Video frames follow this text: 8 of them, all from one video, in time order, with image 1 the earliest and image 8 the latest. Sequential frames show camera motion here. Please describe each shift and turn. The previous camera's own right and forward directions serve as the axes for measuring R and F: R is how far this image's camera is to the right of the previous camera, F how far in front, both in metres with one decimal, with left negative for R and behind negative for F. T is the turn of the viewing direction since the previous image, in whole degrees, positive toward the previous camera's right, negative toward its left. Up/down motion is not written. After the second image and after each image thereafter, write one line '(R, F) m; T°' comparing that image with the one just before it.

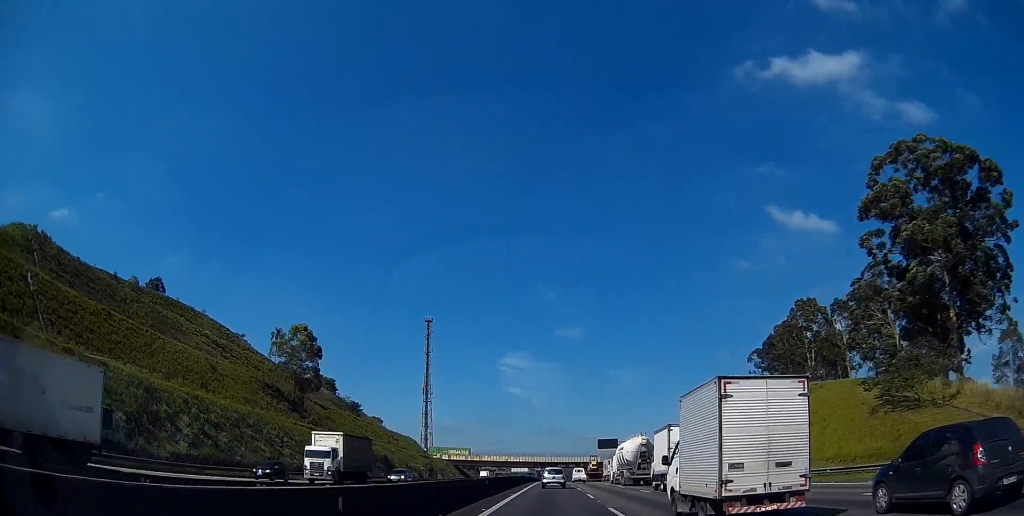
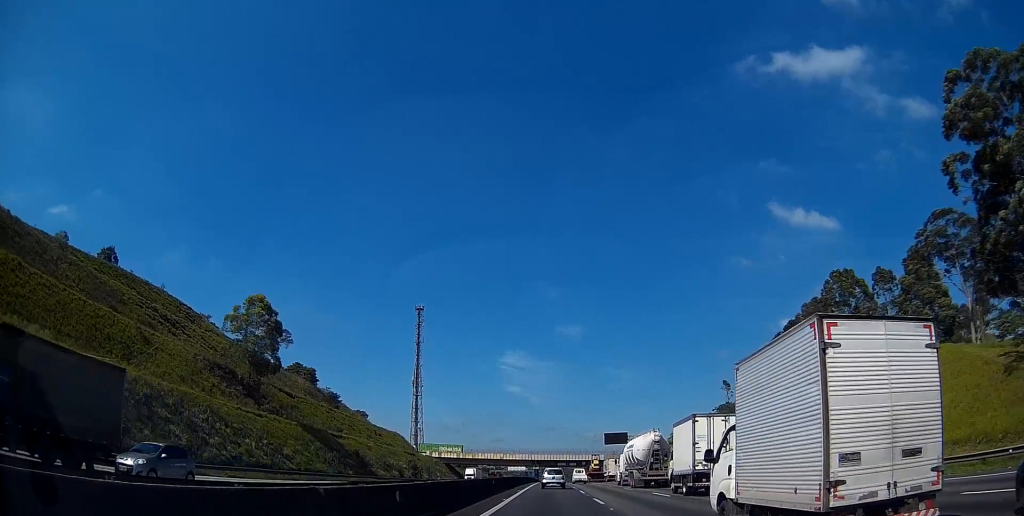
(+0.1, +16.2) m; 0°
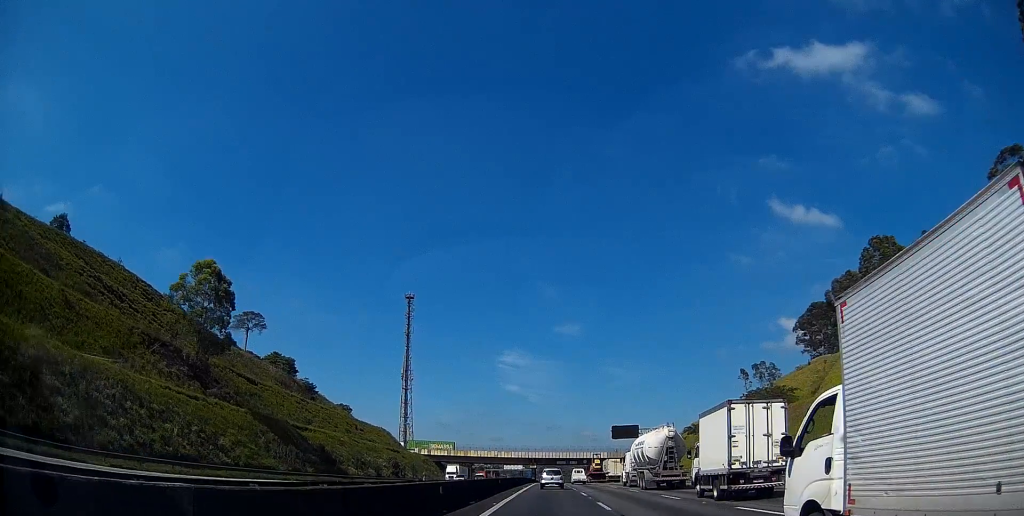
(+0.1, +15.0) m; 0°
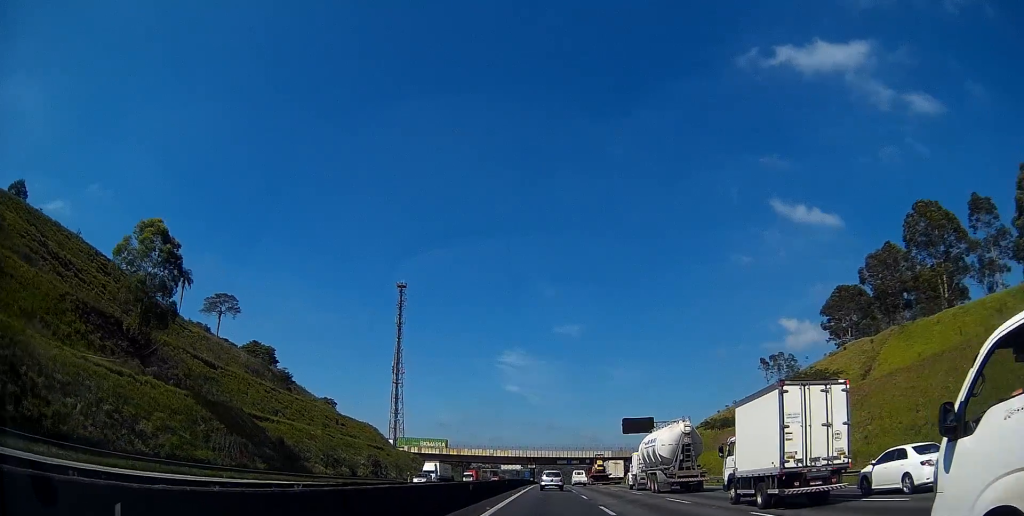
(-0.1, +14.0) m; 0°
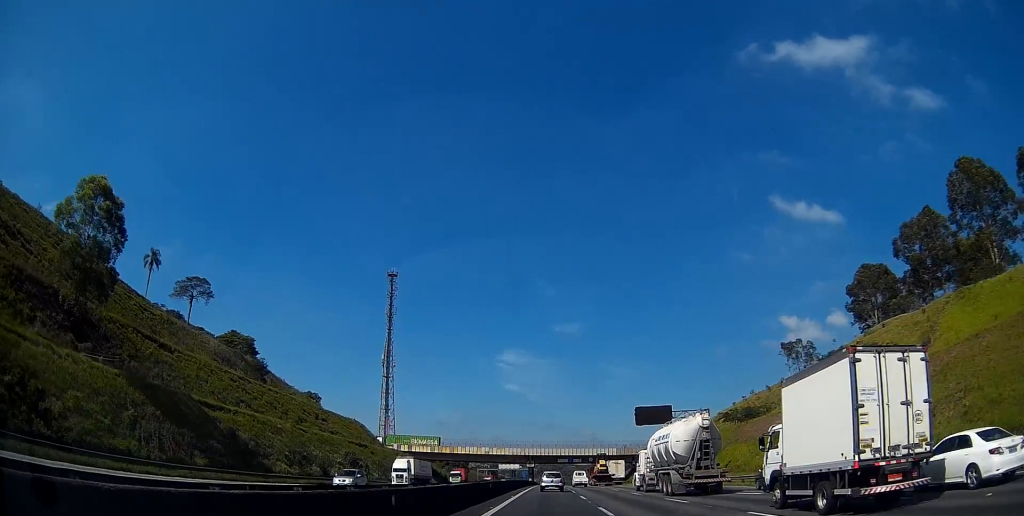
(0.0, +12.5) m; 0°
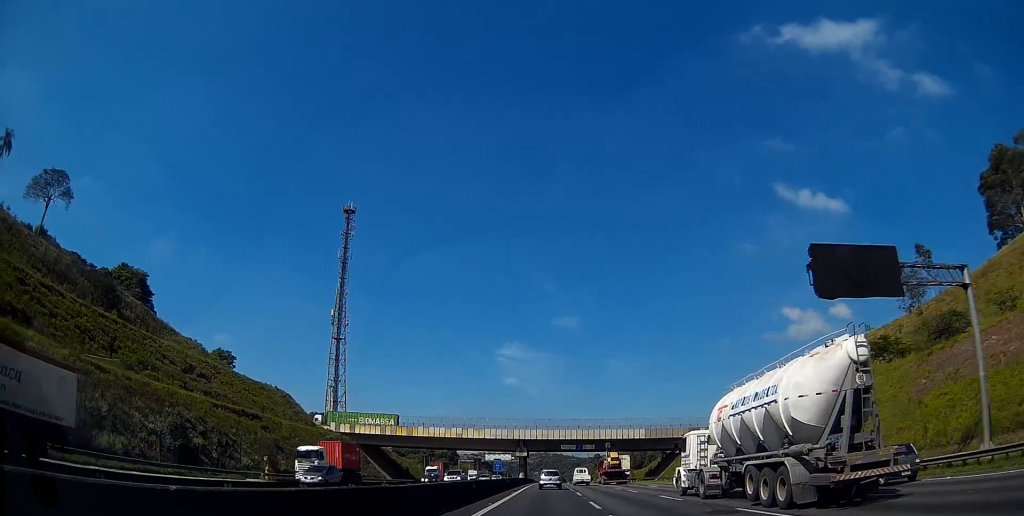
(+0.2, +53.1) m; 0°
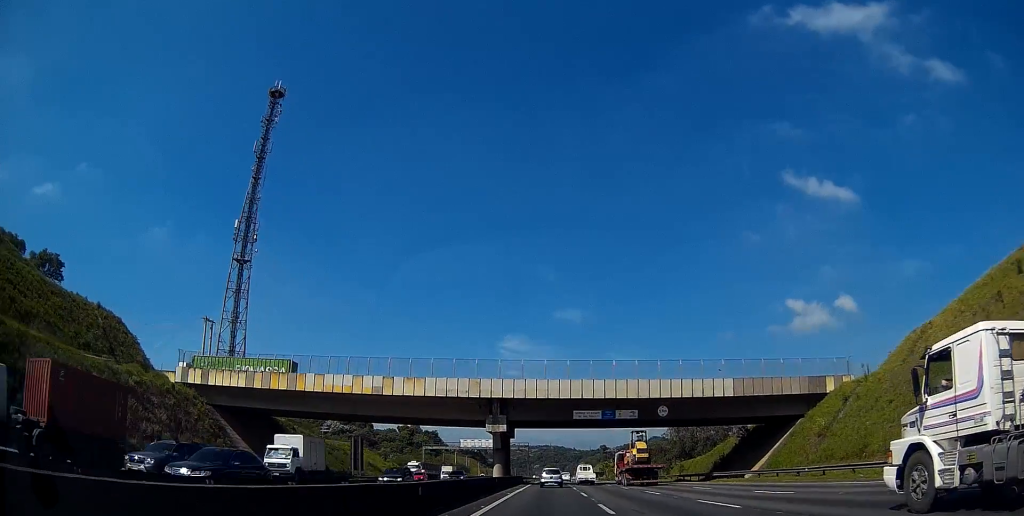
(-0.3, +53.9) m; -1°
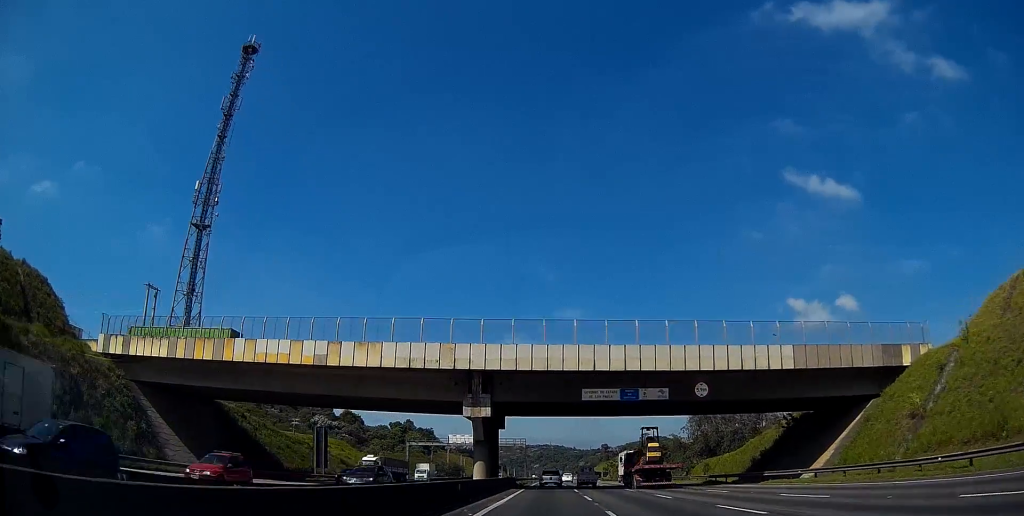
(0.0, +14.0) m; 0°
